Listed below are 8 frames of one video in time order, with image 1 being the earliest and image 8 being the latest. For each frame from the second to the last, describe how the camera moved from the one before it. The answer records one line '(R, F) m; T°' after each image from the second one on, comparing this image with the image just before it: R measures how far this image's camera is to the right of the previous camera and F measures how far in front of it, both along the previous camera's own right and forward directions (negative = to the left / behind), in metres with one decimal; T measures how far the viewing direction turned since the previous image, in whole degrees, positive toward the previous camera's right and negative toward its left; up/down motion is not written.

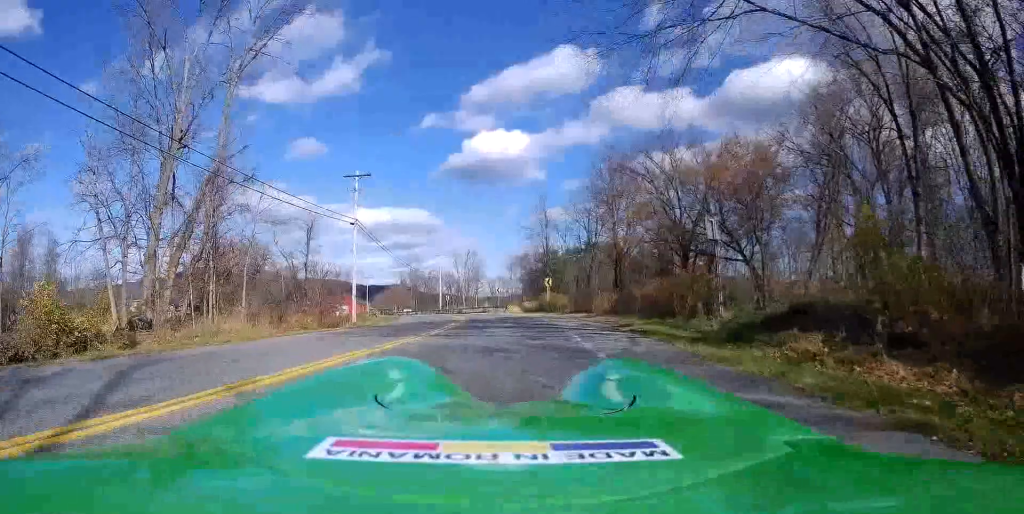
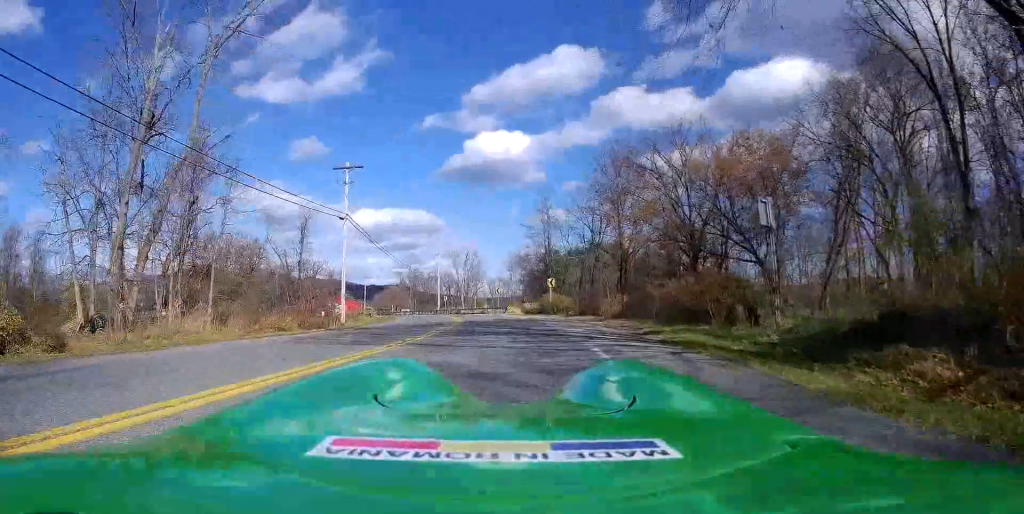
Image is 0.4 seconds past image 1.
(-0.1, +3.0) m; 0°
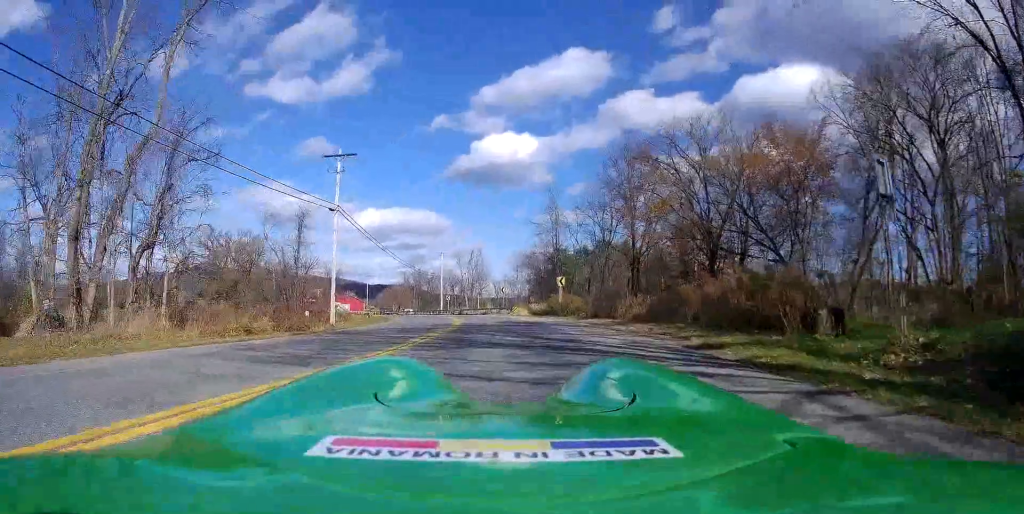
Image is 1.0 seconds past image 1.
(-0.1, +3.8) m; 0°
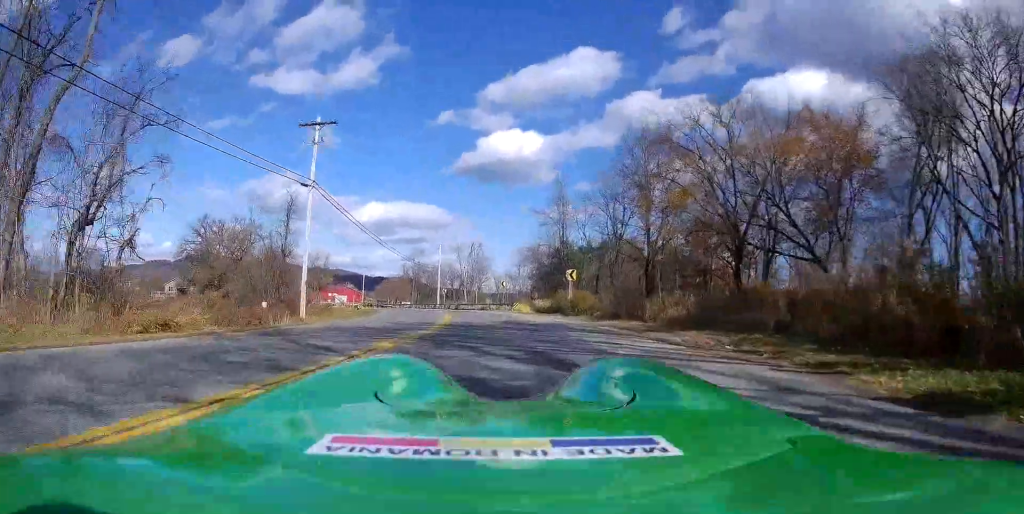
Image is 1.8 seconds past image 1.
(+0.2, +5.9) m; +2°
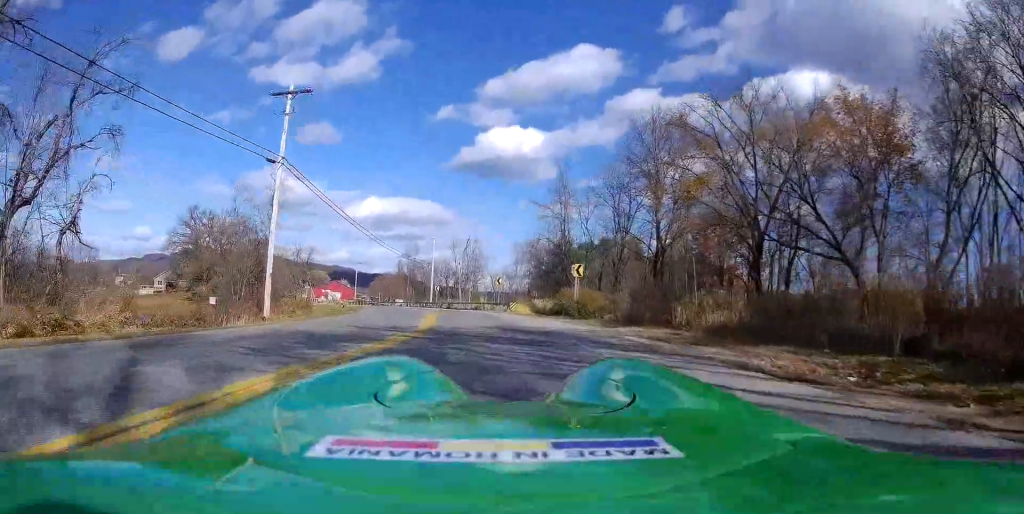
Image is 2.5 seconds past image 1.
(0.0, +4.8) m; -3°
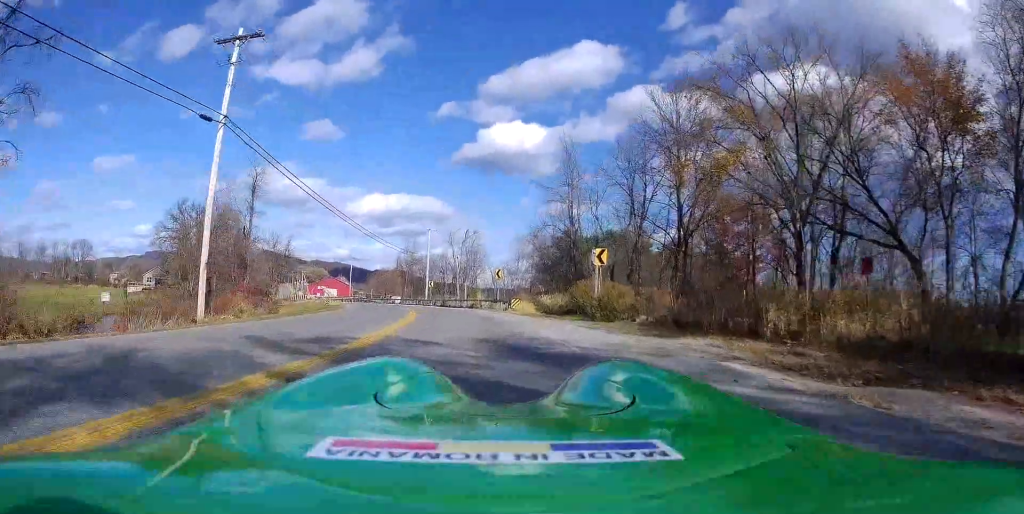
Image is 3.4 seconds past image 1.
(-0.4, +6.9) m; -2°
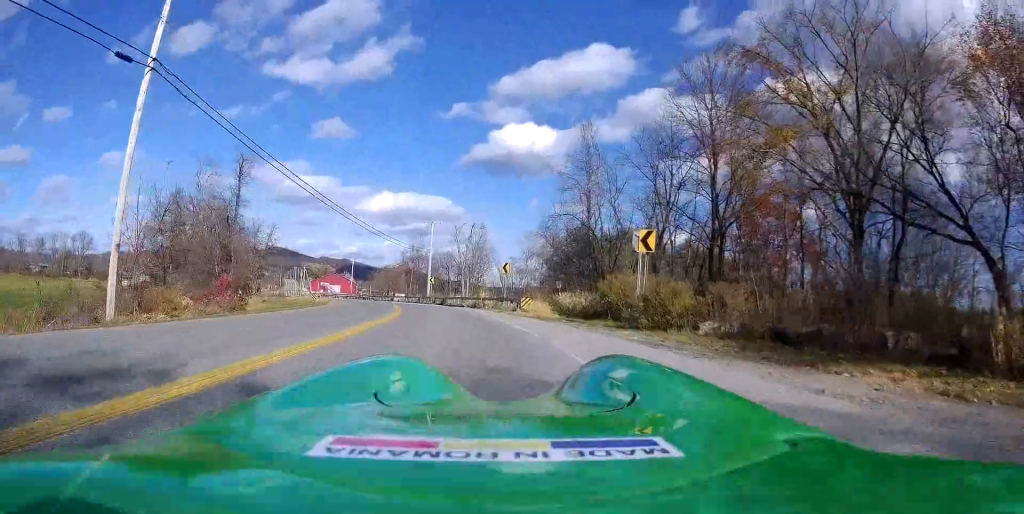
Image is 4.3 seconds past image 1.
(0.0, +6.7) m; -1°
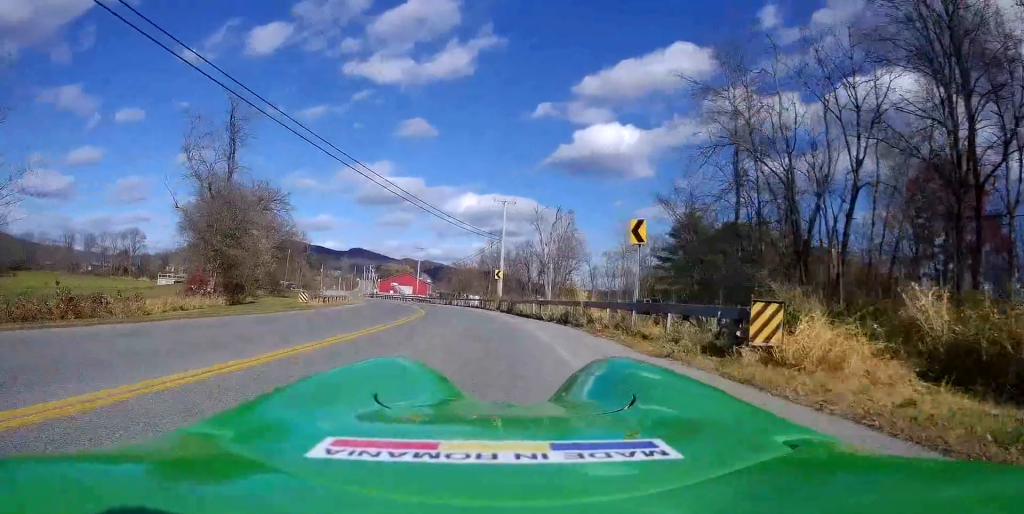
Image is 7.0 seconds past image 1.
(-0.8, +19.2) m; -5°
